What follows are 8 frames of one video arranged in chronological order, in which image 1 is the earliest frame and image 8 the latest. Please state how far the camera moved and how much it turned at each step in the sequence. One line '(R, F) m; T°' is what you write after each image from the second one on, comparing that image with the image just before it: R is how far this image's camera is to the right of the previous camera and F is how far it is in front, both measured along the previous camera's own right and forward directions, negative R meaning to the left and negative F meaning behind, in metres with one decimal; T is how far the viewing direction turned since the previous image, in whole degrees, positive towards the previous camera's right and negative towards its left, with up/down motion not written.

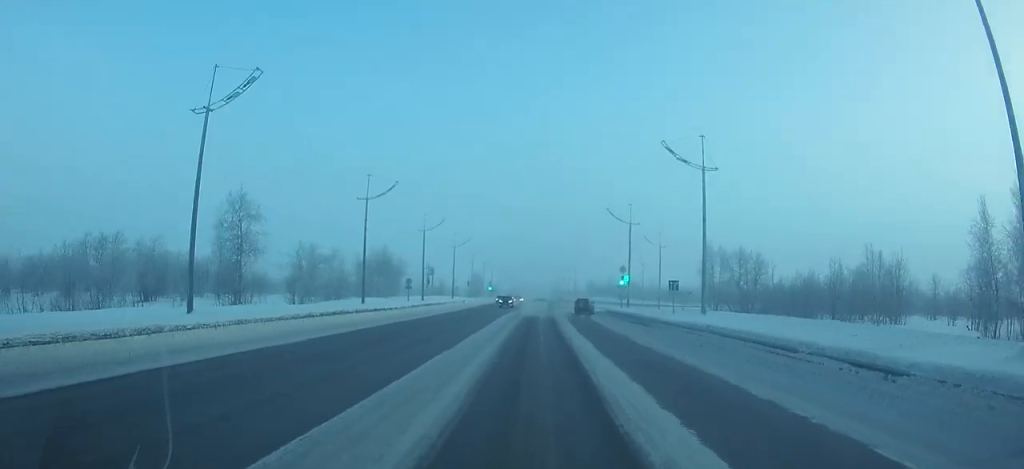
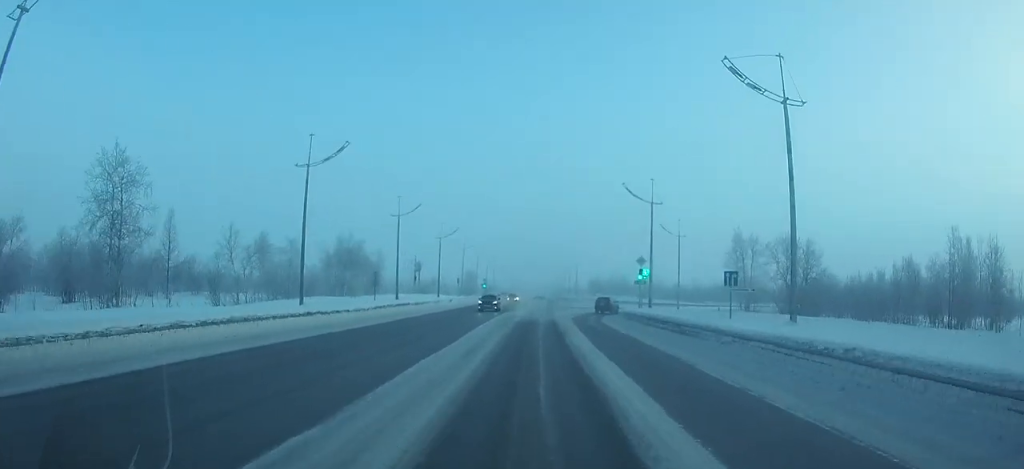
(0.0, +12.2) m; 0°
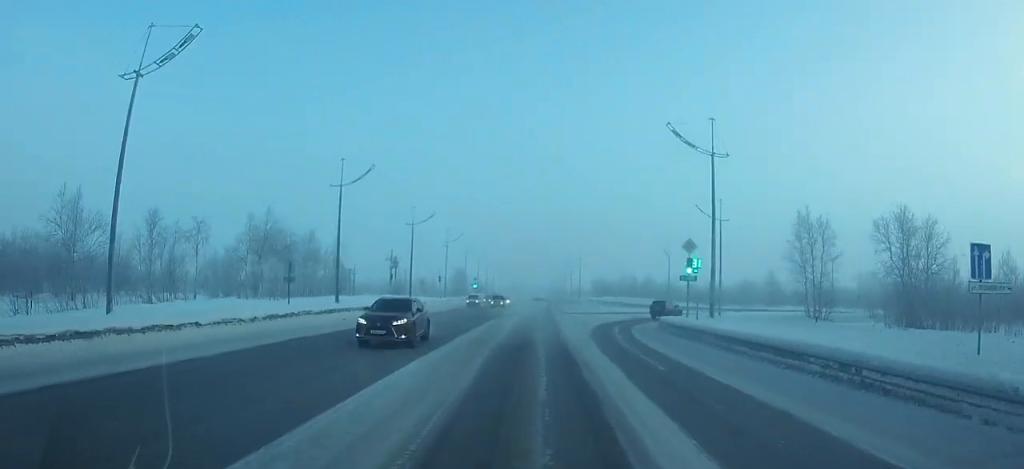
(0.0, +17.4) m; 0°
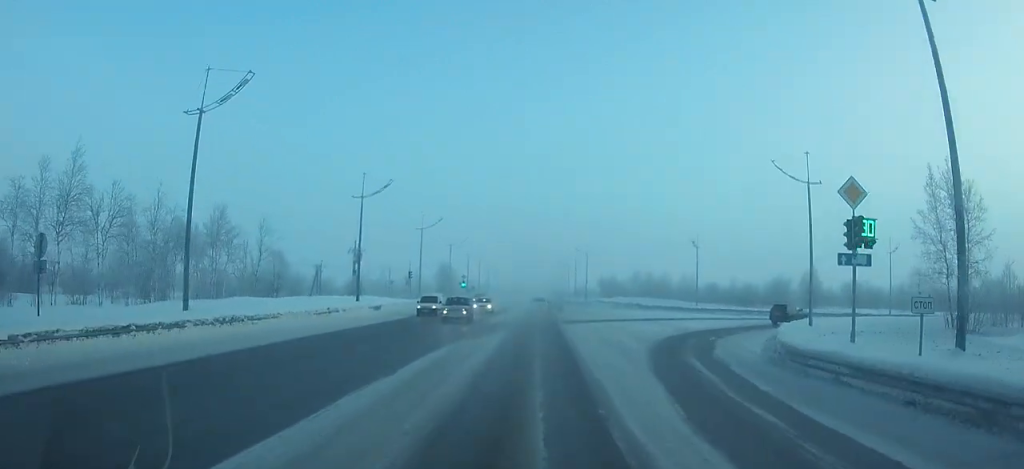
(0.0, +19.5) m; 0°
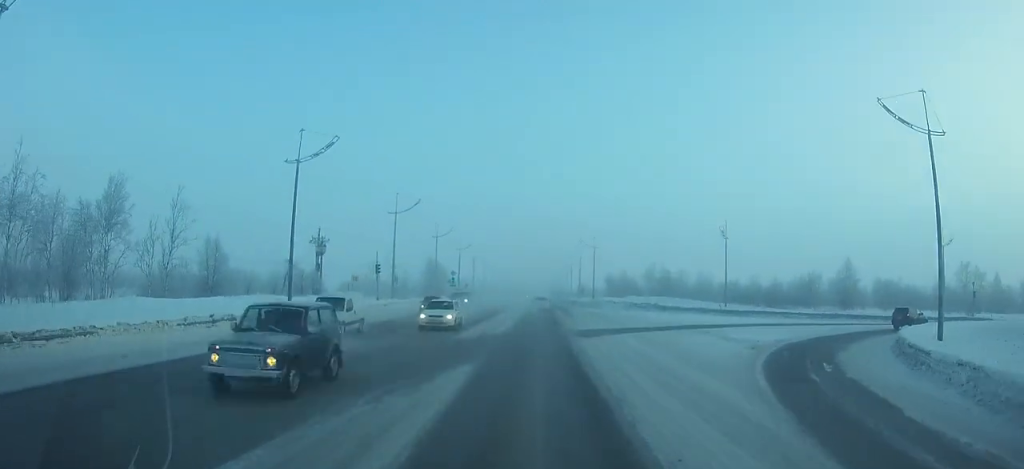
(0.0, +13.7) m; 0°
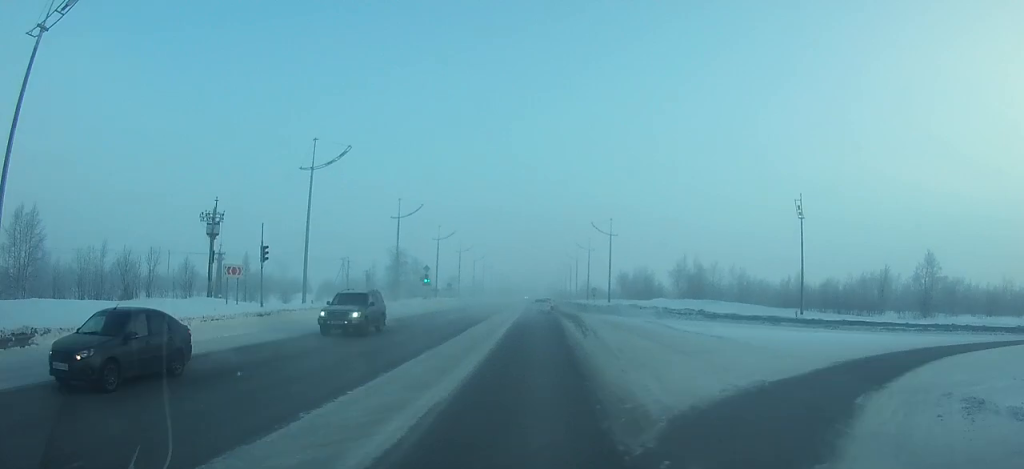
(0.0, +22.7) m; 0°
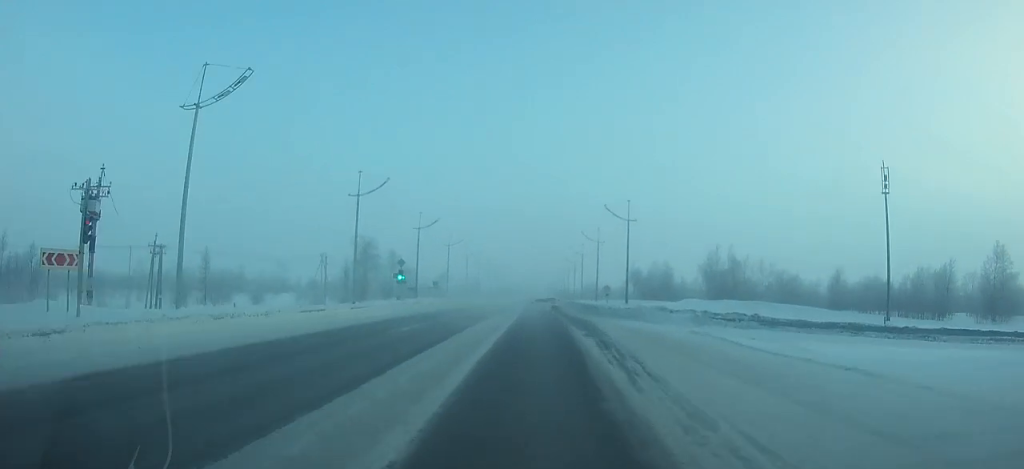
(0.0, +14.3) m; 0°
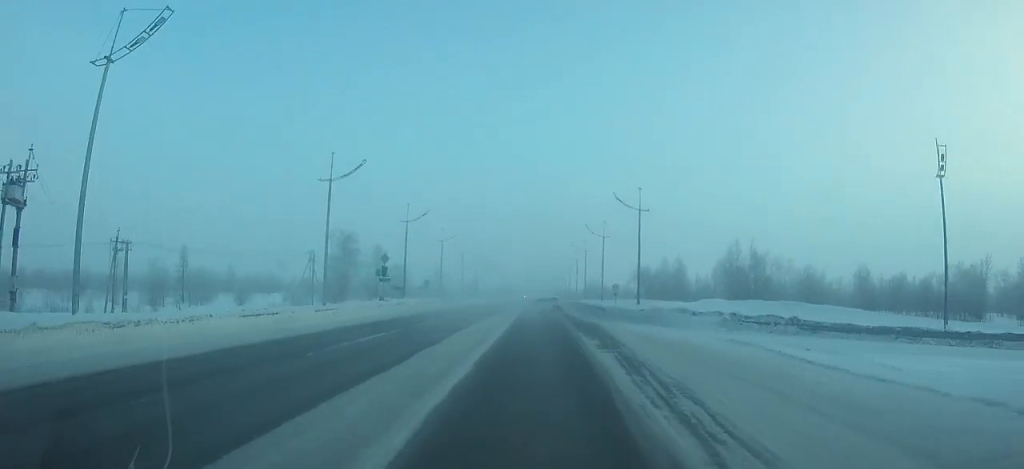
(0.0, +6.7) m; 0°
